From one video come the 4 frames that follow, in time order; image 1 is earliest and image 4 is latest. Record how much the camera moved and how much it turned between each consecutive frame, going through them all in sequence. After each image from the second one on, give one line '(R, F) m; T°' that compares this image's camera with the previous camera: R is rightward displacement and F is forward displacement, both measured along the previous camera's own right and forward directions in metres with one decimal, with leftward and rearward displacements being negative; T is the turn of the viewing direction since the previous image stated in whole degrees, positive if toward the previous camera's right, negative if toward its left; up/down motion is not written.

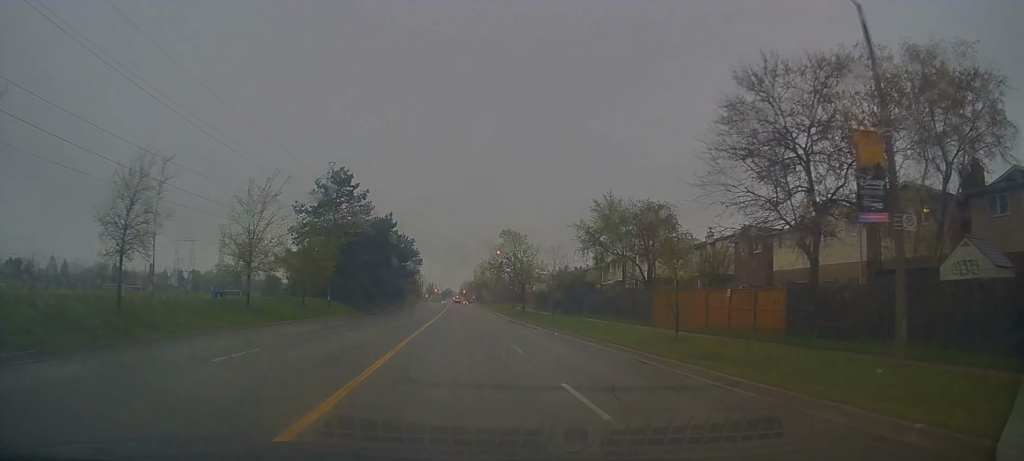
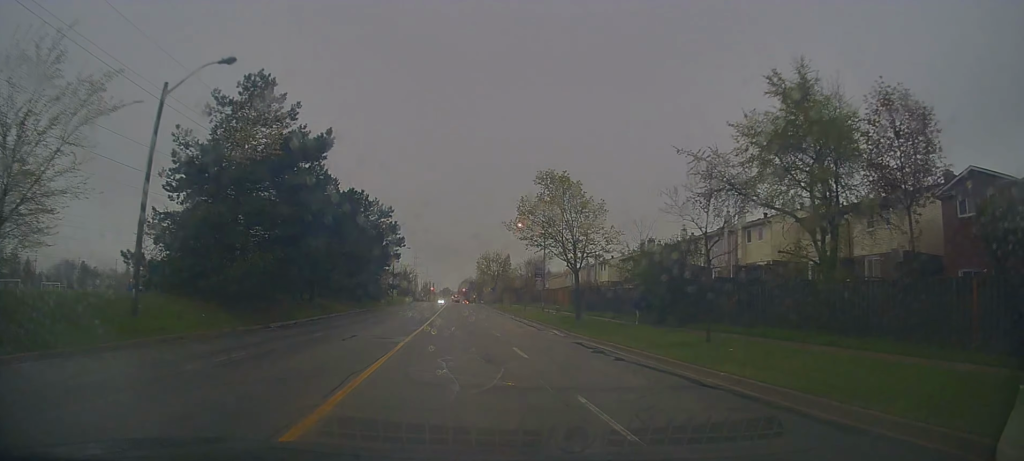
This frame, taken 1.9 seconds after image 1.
(-0.1, +27.2) m; 0°
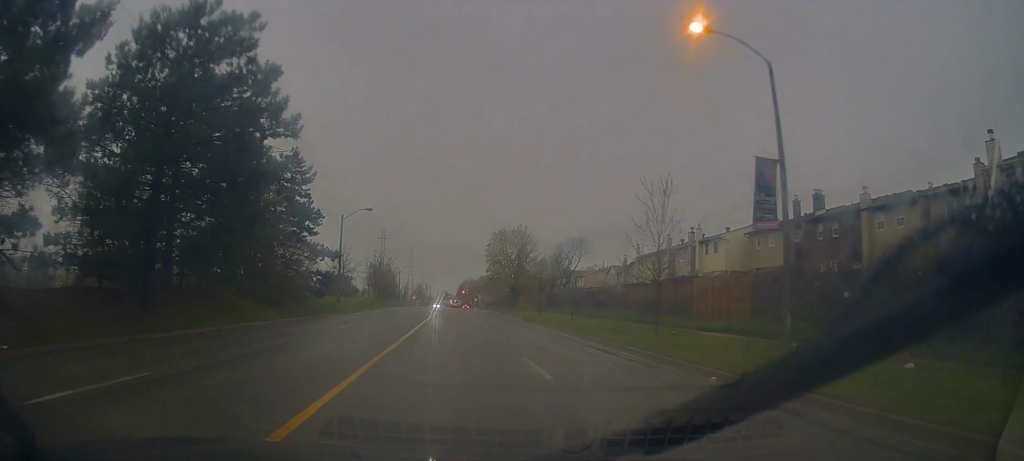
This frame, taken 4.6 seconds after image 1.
(0.0, +38.8) m; +2°
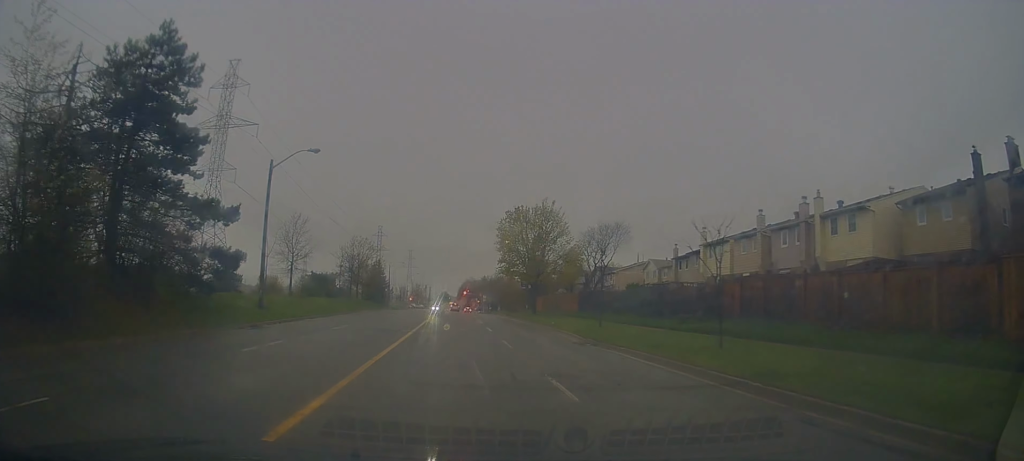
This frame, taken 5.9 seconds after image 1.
(+0.2, +19.4) m; -2°
